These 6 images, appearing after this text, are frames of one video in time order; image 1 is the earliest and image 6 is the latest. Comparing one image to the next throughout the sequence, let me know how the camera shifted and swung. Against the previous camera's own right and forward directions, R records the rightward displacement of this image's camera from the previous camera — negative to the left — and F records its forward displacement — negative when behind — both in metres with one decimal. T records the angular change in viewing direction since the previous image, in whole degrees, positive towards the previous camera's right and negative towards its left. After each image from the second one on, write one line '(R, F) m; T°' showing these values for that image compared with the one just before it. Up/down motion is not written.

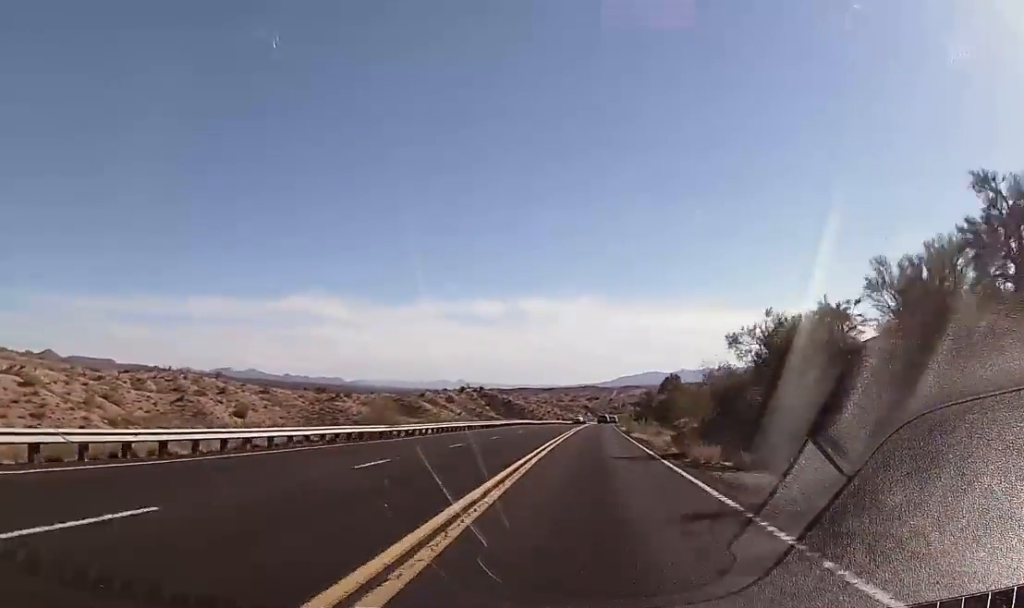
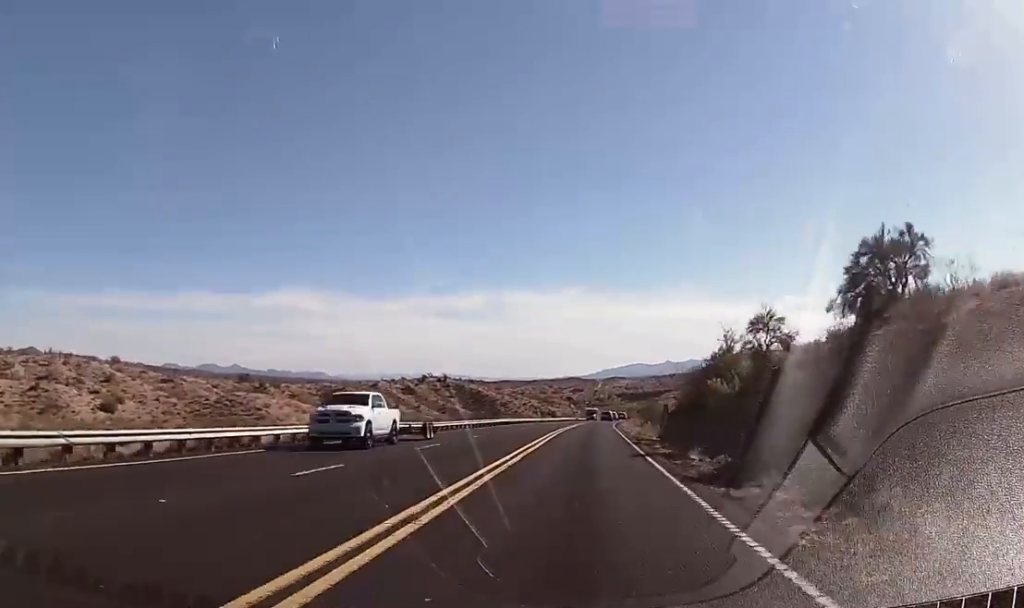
(0.0, +77.4) m; +1°
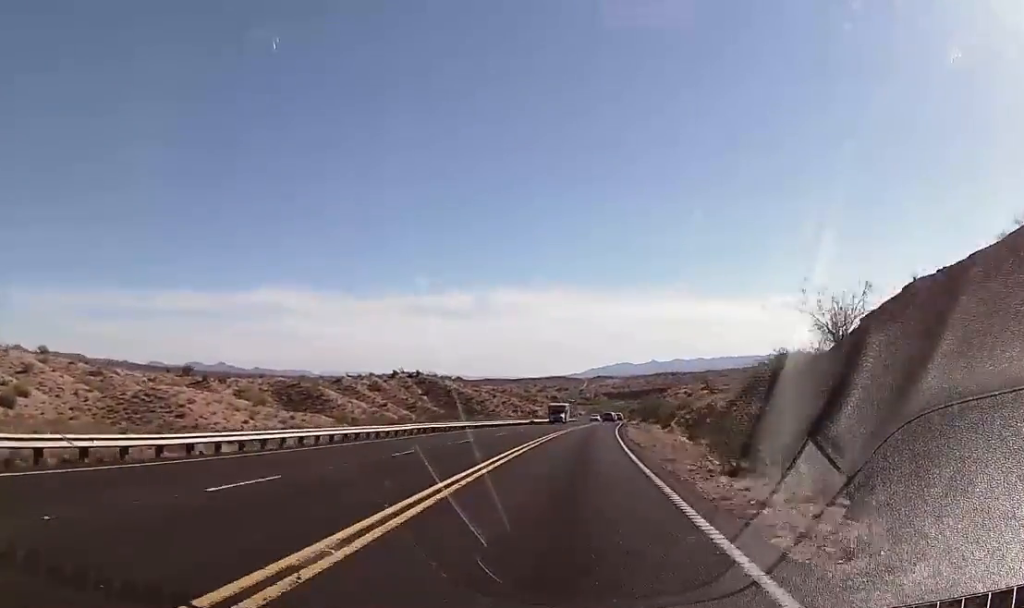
(+0.6, +38.7) m; +2°
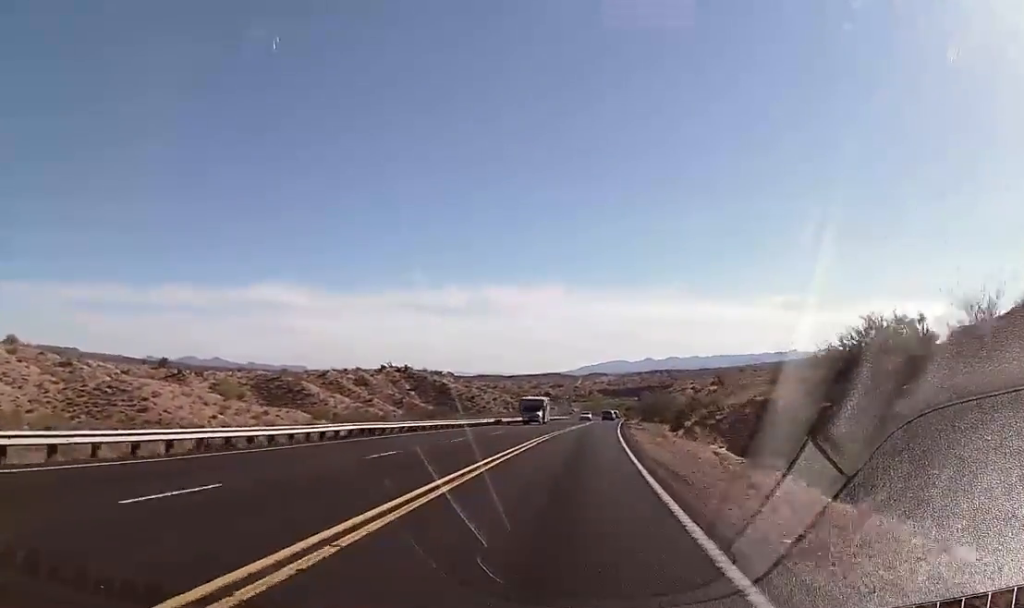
(+0.1, +14.6) m; 0°
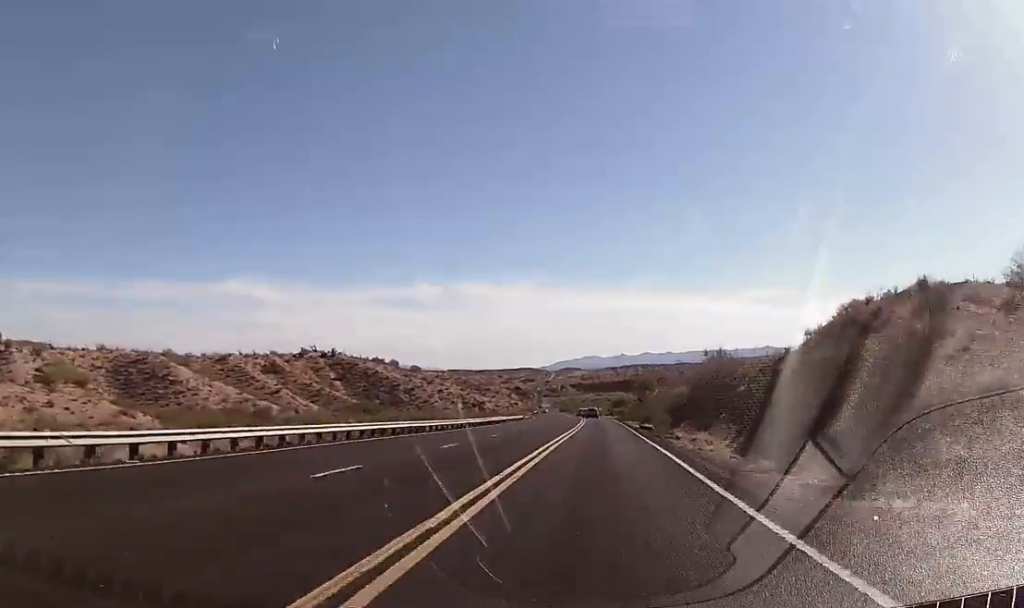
(+1.4, +79.7) m; +2°
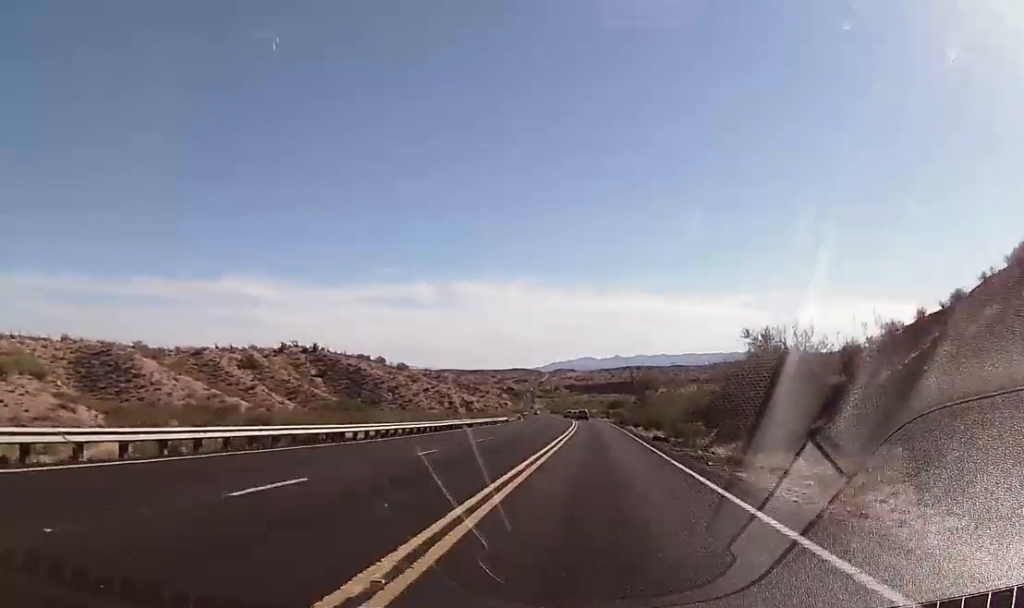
(0.0, +15.8) m; 0°
